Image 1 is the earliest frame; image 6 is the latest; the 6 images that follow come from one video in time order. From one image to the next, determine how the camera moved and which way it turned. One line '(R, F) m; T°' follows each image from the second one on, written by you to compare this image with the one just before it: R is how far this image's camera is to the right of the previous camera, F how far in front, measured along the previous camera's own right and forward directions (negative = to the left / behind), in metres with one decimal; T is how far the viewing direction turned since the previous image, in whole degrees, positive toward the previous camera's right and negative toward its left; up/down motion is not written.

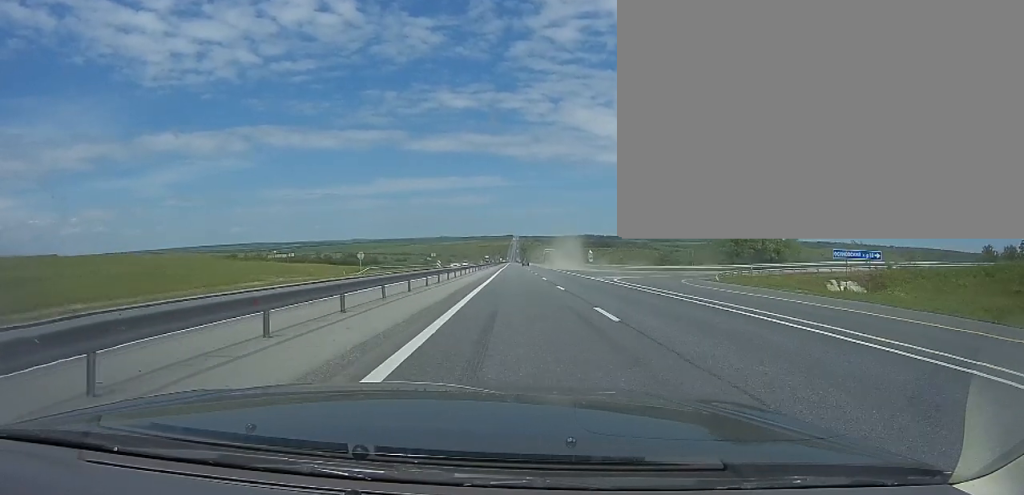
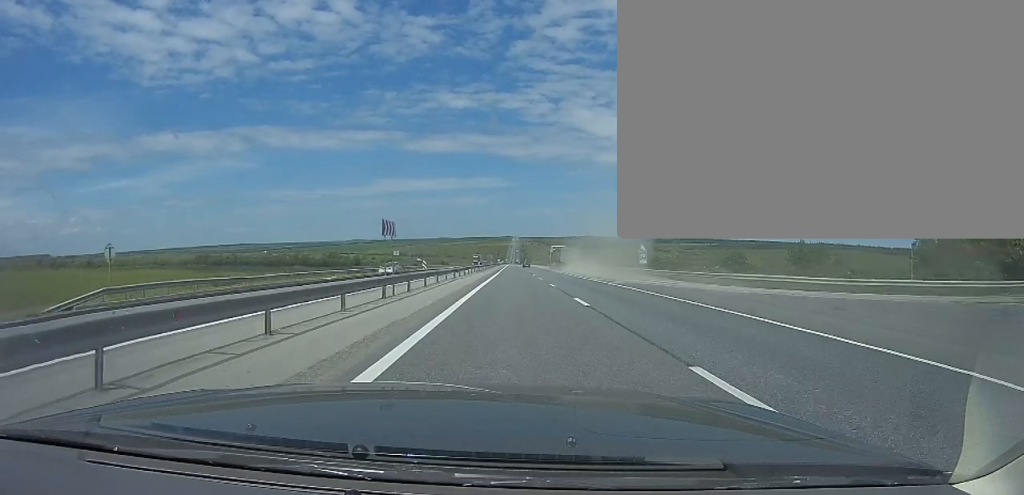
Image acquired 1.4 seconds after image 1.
(-0.3, +47.4) m; 0°
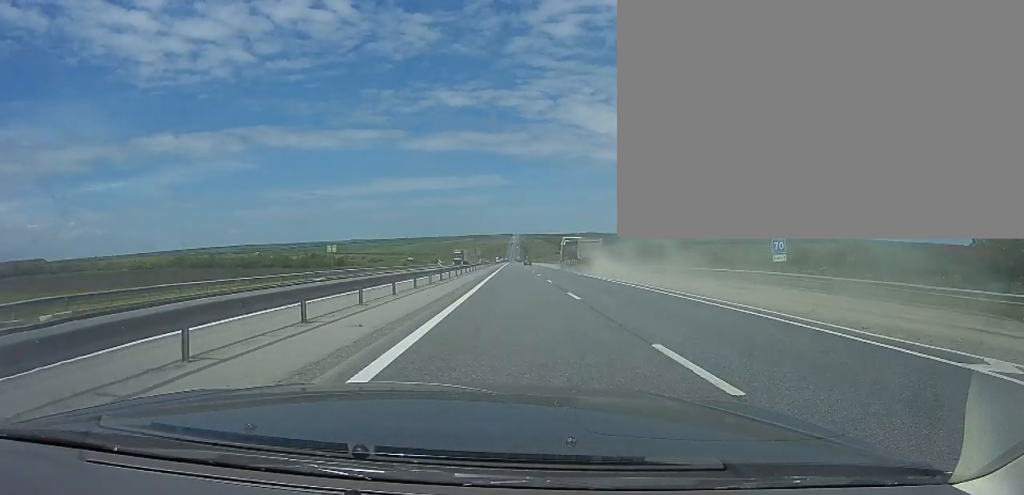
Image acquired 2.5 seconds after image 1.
(+0.1, +37.9) m; 0°
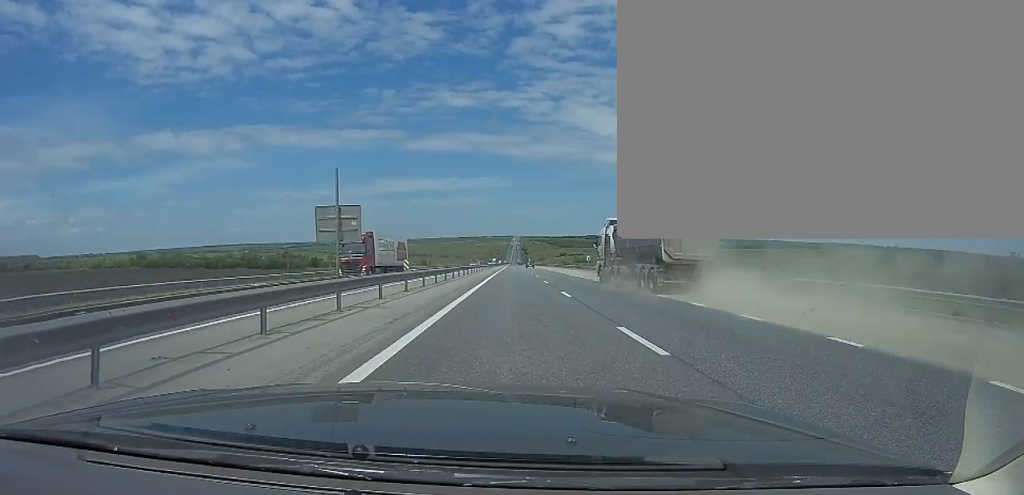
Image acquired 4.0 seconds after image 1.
(+0.1, +50.1) m; 0°
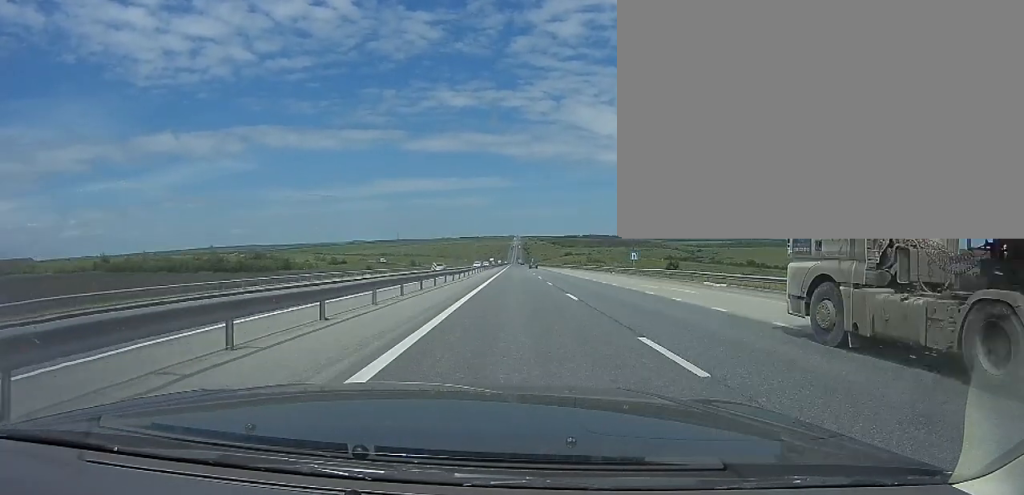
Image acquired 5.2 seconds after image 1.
(+0.3, +39.1) m; 0°
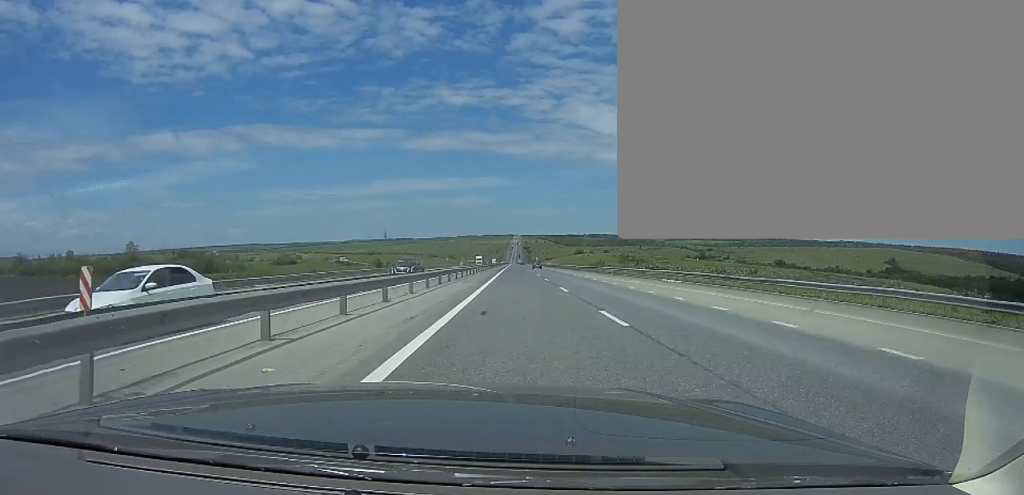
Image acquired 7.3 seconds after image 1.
(-0.8, +67.4) m; -1°
